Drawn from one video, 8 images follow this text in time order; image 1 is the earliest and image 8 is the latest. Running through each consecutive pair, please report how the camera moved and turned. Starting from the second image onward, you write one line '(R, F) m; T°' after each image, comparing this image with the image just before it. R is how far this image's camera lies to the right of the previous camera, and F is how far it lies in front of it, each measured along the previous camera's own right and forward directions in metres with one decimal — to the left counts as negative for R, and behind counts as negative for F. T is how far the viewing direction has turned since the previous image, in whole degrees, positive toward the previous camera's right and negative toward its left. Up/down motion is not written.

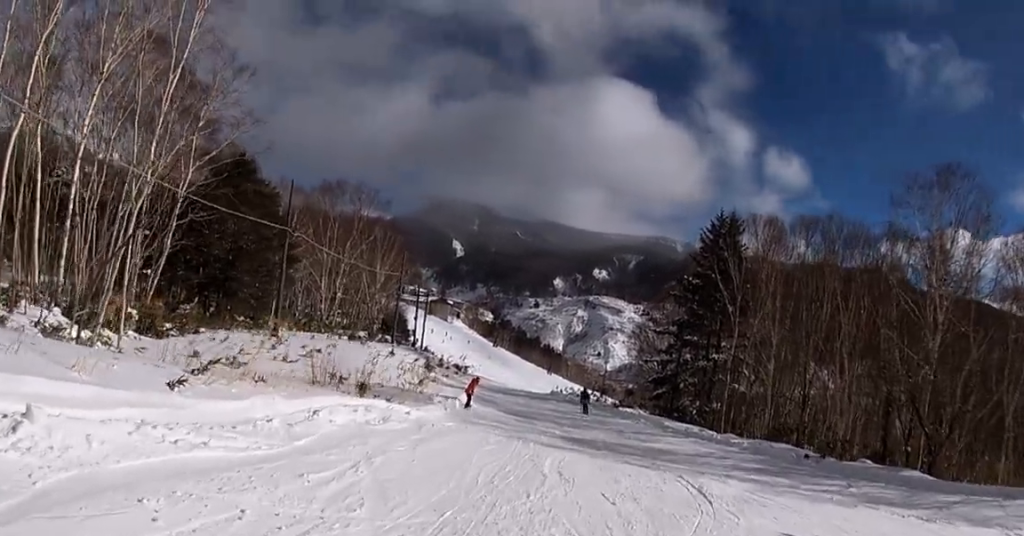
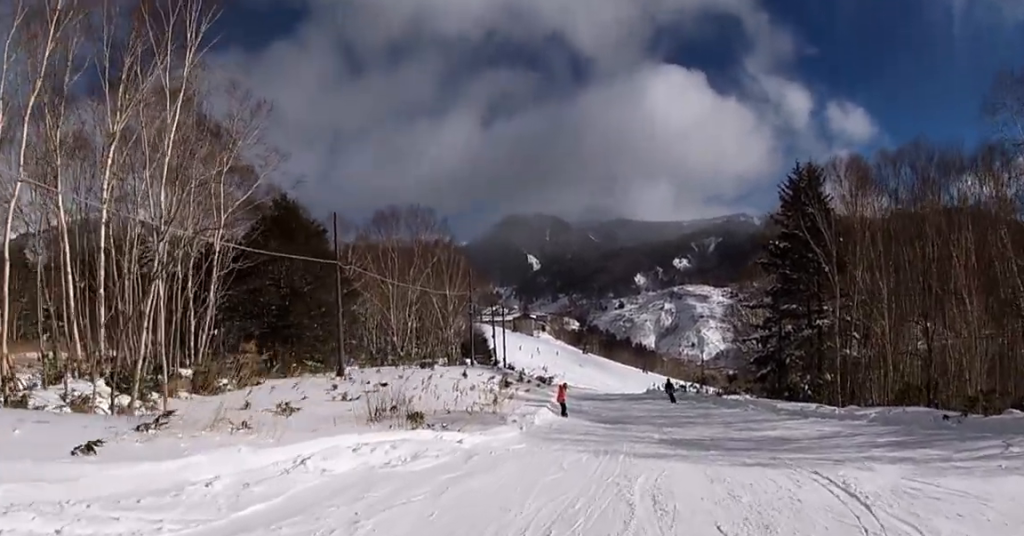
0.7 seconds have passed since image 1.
(-0.3, +3.2) m; -7°
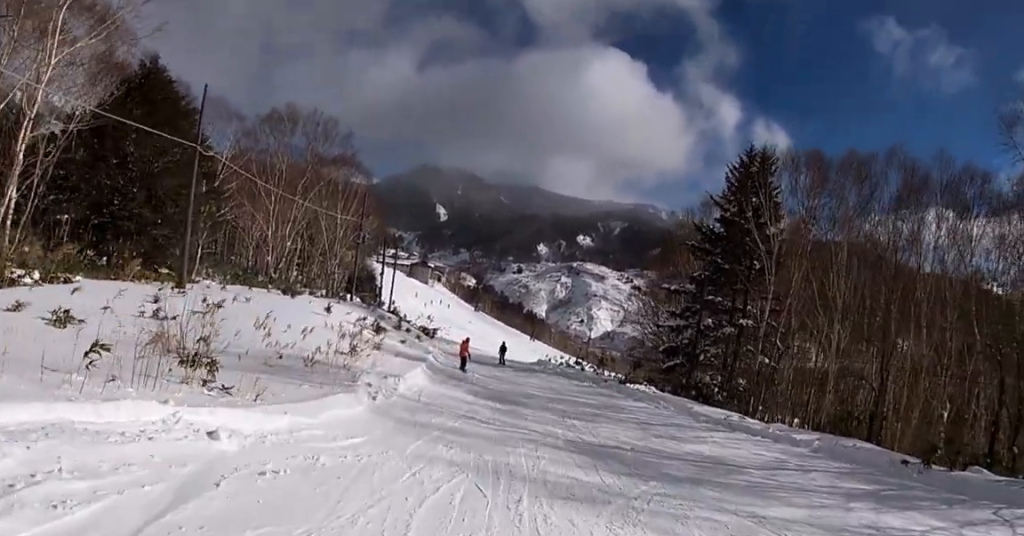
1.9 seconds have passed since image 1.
(0.0, +6.1) m; +10°
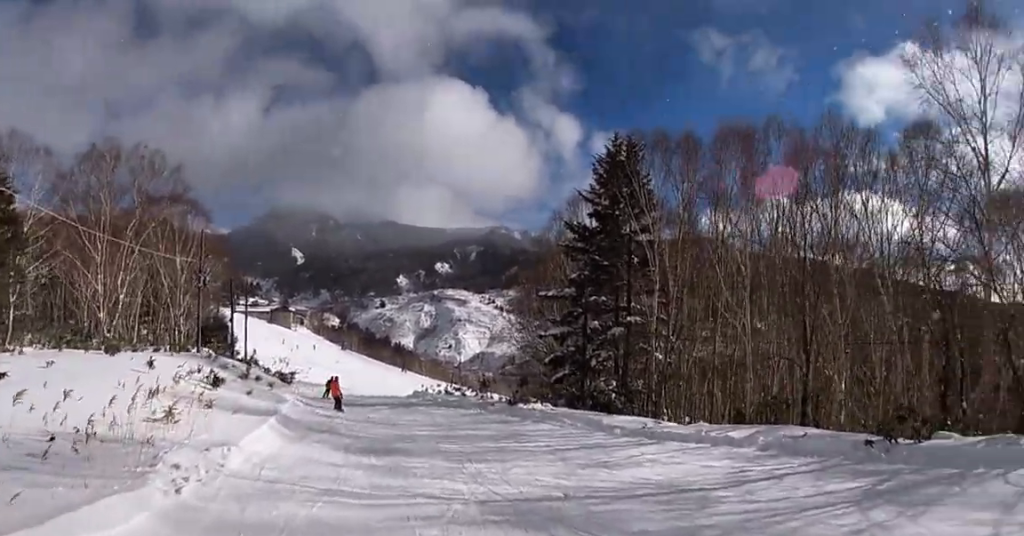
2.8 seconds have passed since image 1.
(+0.9, +4.9) m; +3°
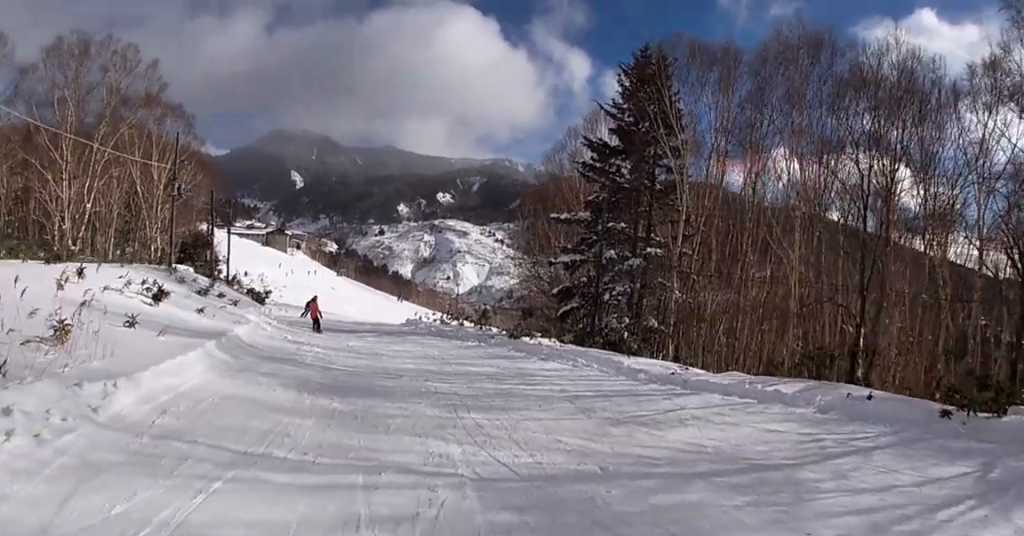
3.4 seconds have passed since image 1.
(-0.5, +3.6) m; +4°
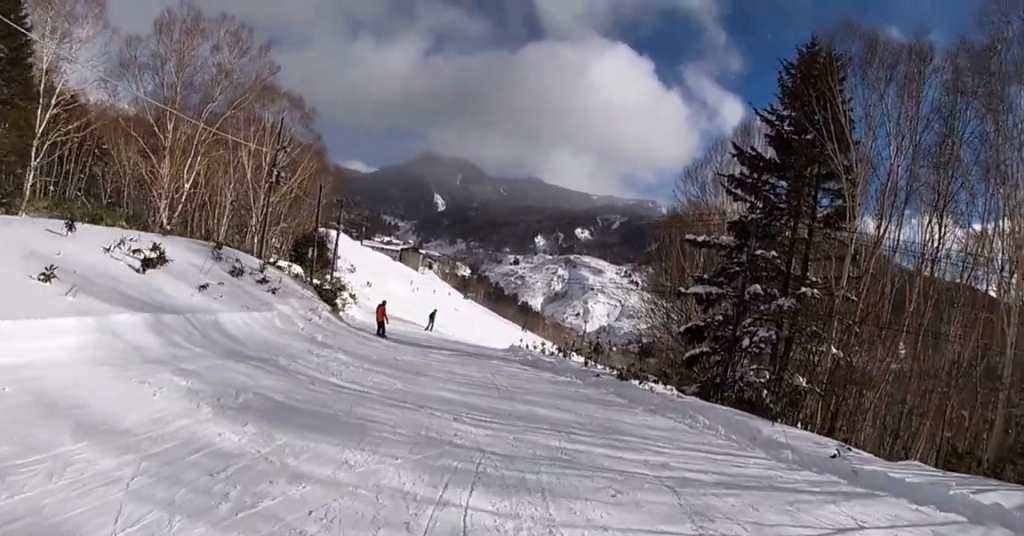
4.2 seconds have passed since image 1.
(+0.3, +4.7) m; -5°
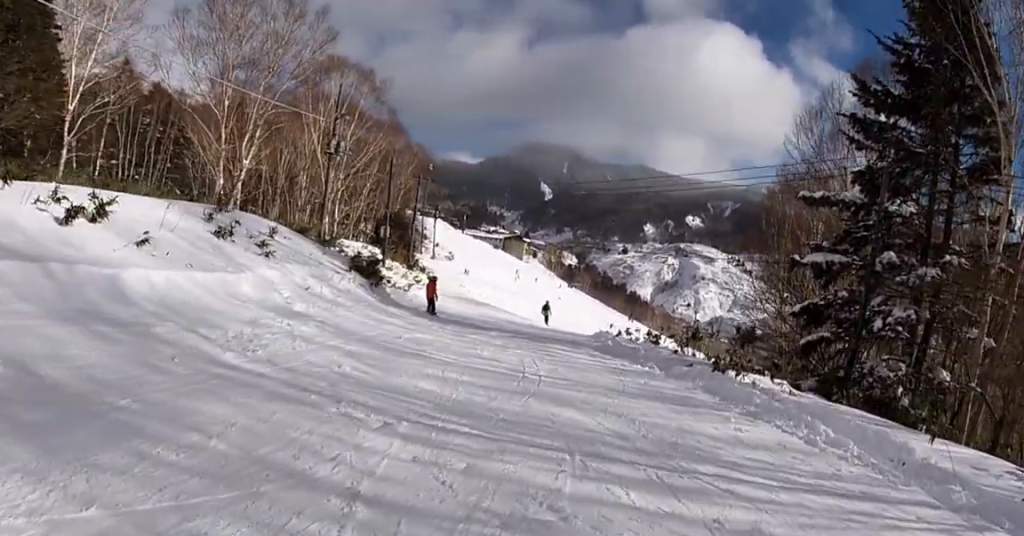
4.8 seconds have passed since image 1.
(+1.0, +3.7) m; -12°
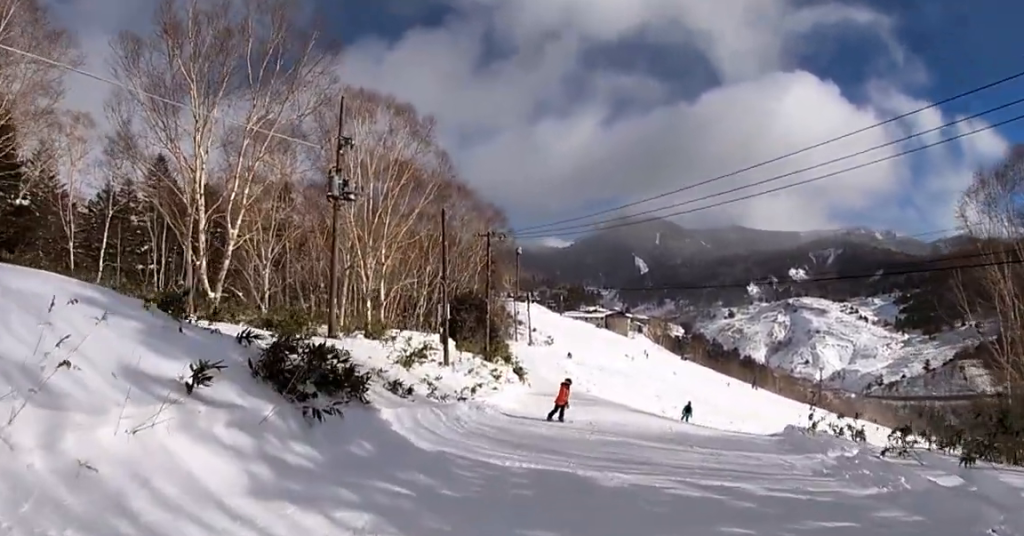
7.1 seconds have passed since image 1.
(-3.0, +12.8) m; +3°
